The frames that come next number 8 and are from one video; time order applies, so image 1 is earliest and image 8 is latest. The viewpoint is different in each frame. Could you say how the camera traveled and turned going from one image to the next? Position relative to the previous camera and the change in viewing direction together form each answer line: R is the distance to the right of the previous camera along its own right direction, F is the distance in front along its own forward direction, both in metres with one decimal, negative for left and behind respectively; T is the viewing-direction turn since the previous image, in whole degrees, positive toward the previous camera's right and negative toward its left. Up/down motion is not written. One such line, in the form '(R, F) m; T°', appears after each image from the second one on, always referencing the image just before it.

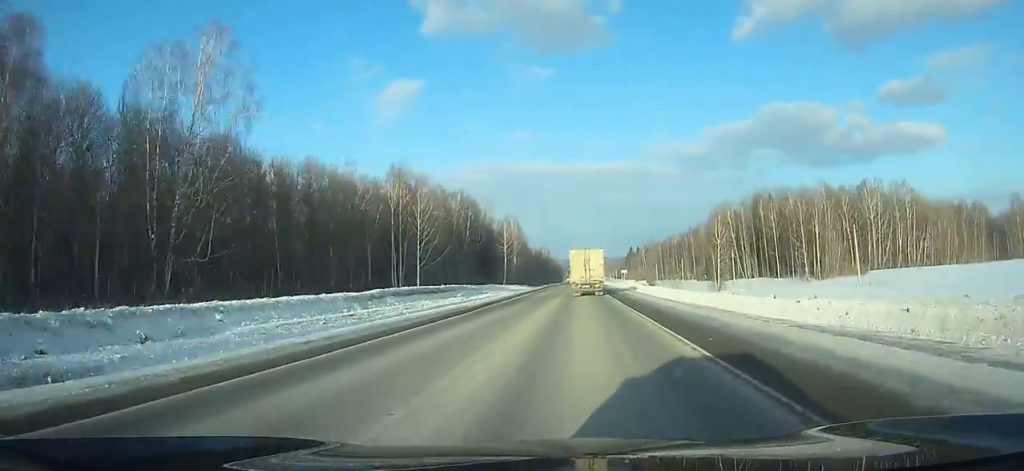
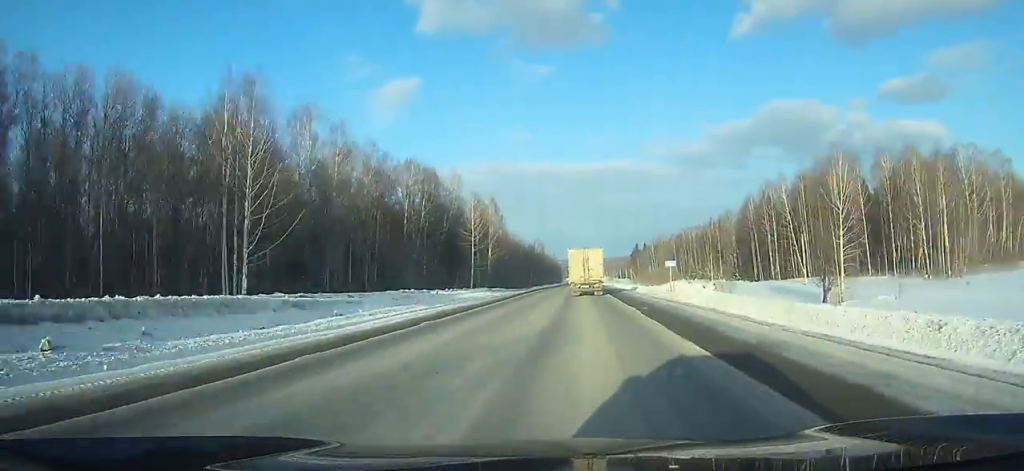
(+0.3, +41.0) m; 0°
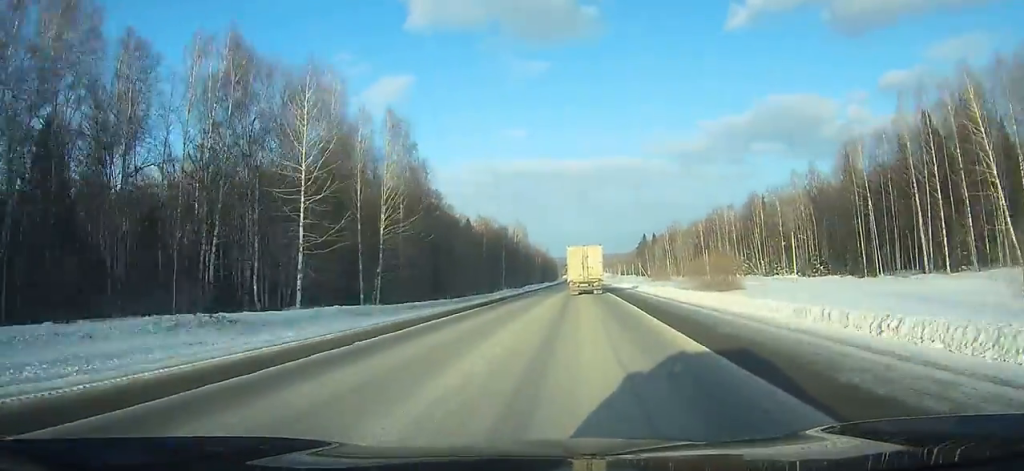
(+0.1, +60.4) m; 0°
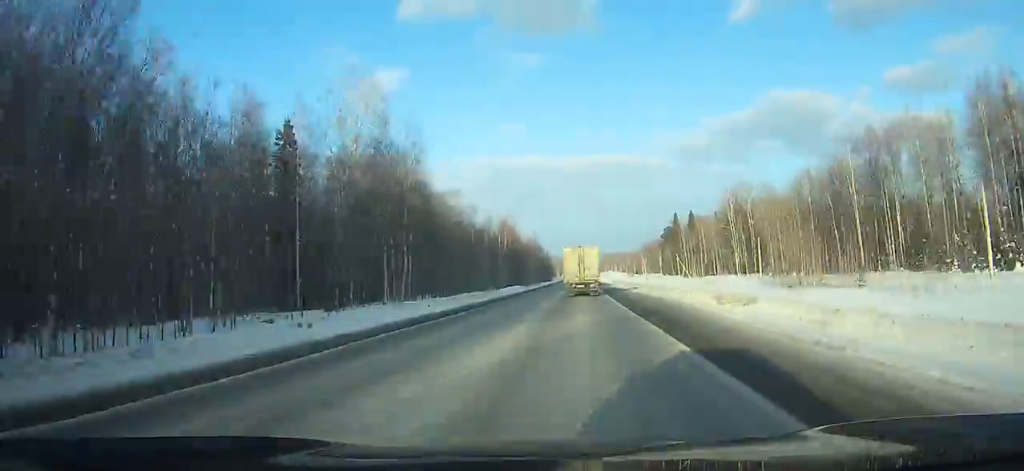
(+0.1, +109.0) m; 0°
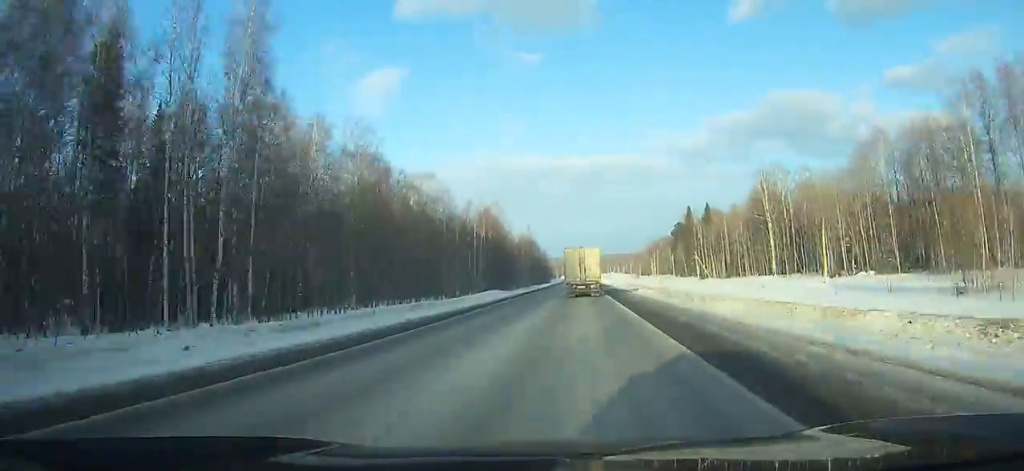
(0.0, +29.1) m; 0°
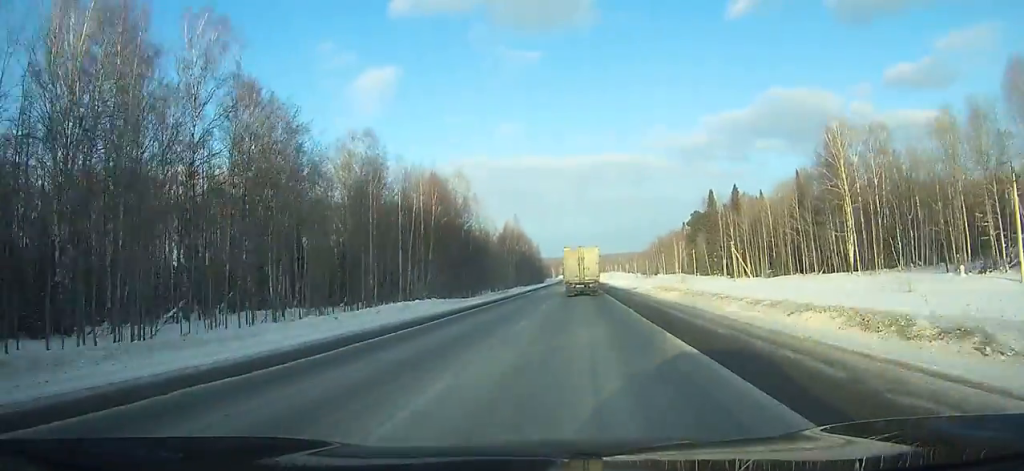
(0.0, +38.8) m; 0°
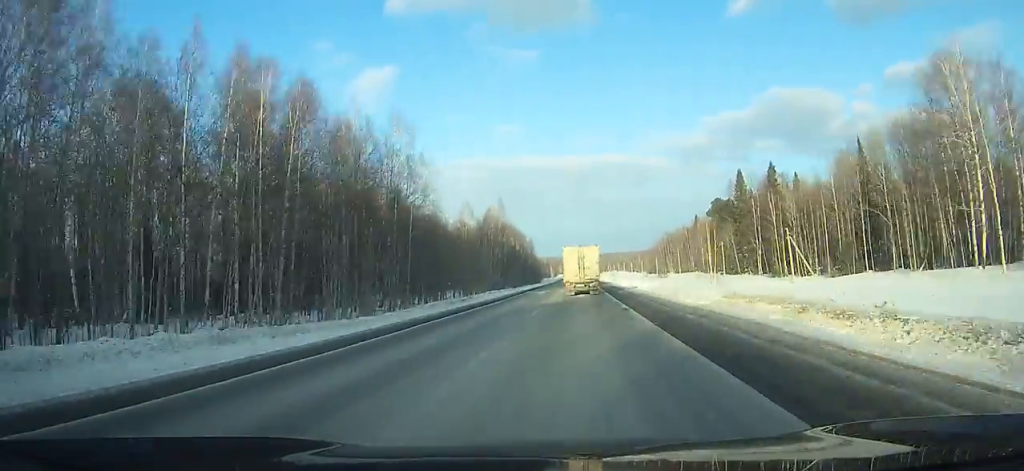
(-0.3, +31.4) m; 0°
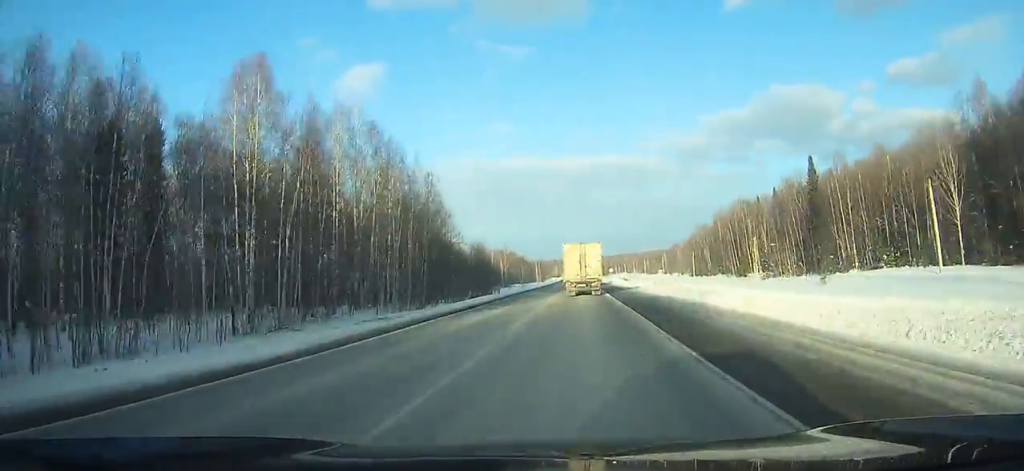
(-0.1, +135.9) m; 0°
